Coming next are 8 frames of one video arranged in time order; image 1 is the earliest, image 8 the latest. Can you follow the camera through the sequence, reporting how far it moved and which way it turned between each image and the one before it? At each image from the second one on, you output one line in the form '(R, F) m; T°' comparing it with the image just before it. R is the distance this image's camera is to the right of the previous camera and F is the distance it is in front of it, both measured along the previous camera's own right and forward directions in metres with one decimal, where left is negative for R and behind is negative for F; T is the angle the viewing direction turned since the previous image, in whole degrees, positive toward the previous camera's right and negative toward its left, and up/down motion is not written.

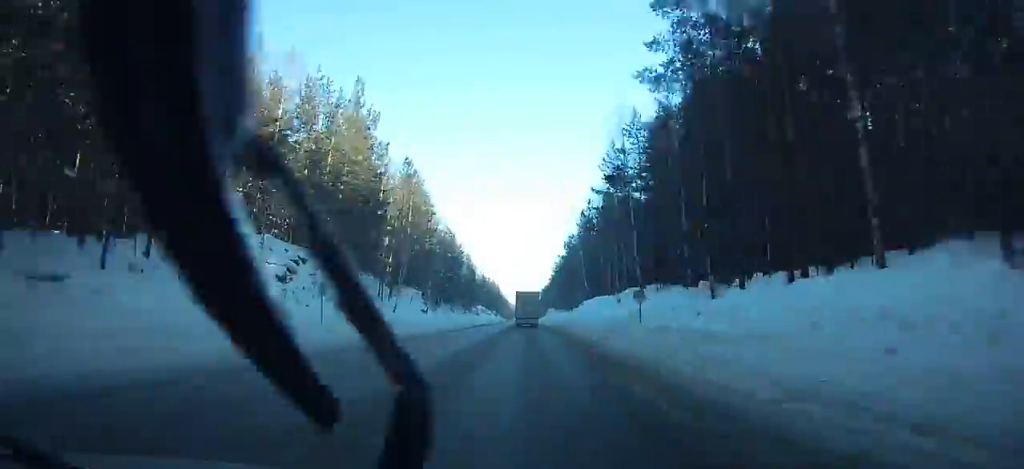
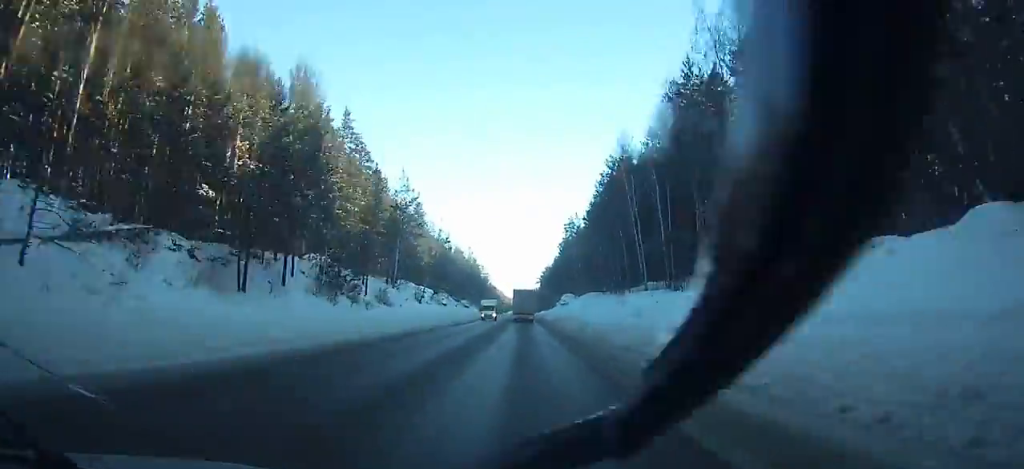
(-0.3, +97.6) m; -1°
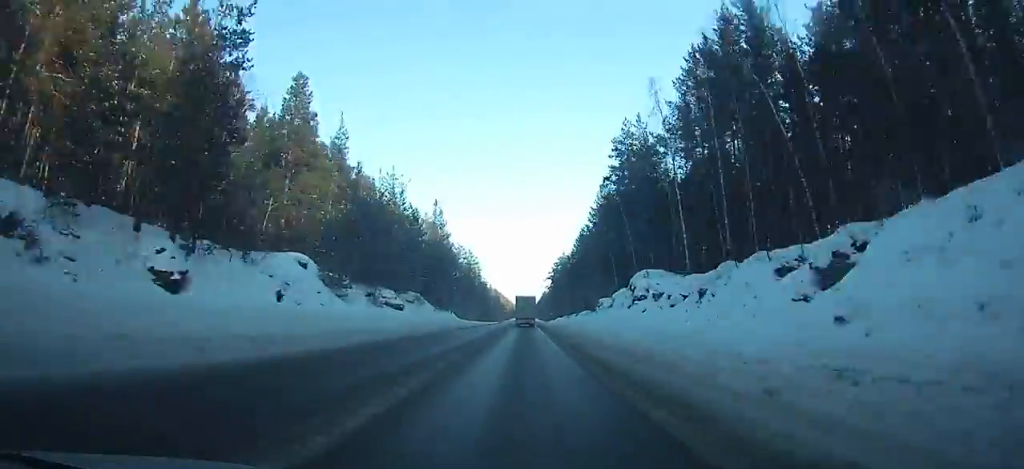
(-0.5, +75.0) m; 0°
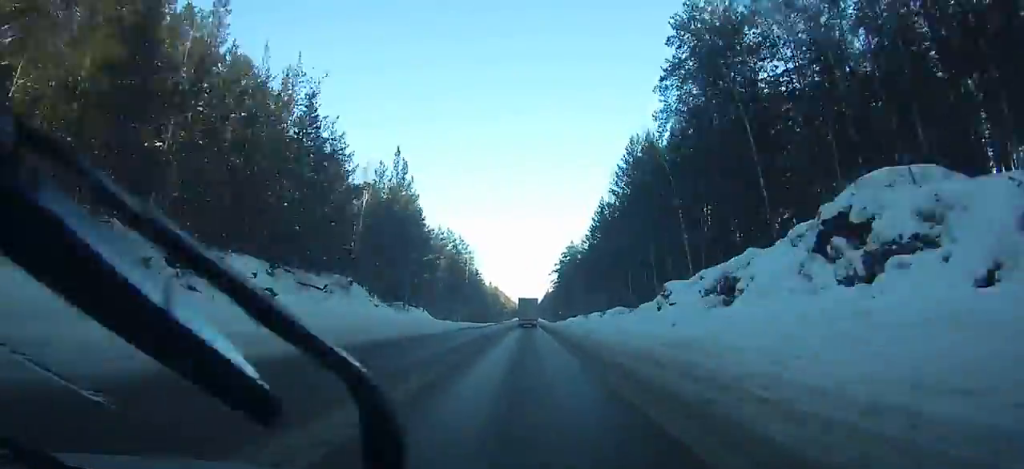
(-0.1, +29.6) m; 0°
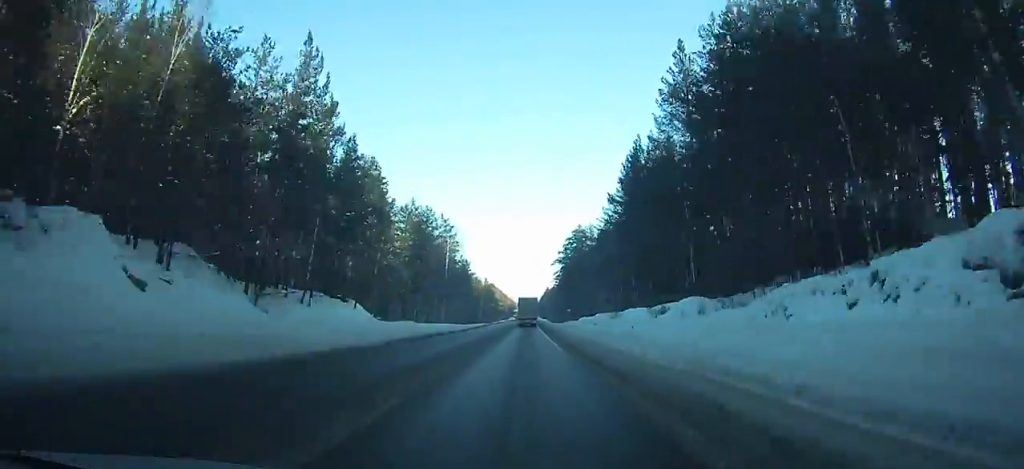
(+0.1, +29.7) m; 0°
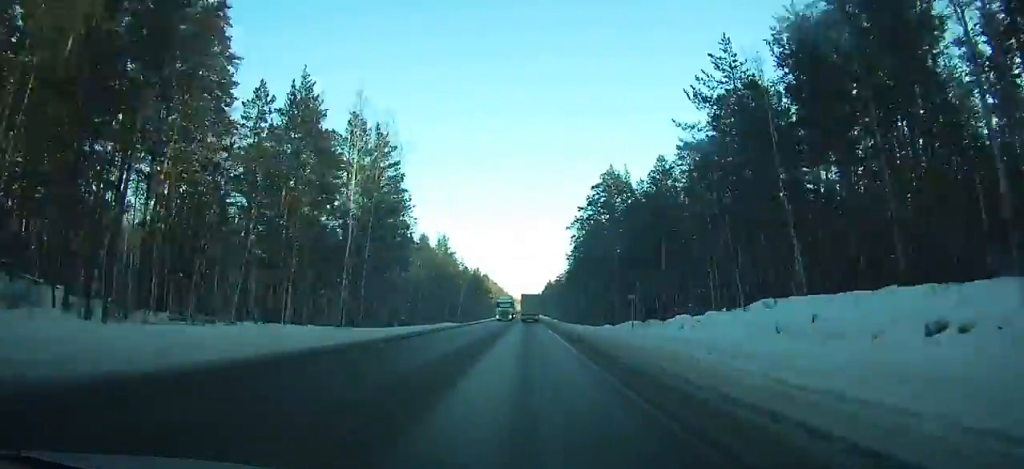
(+0.2, +52.7) m; 0°
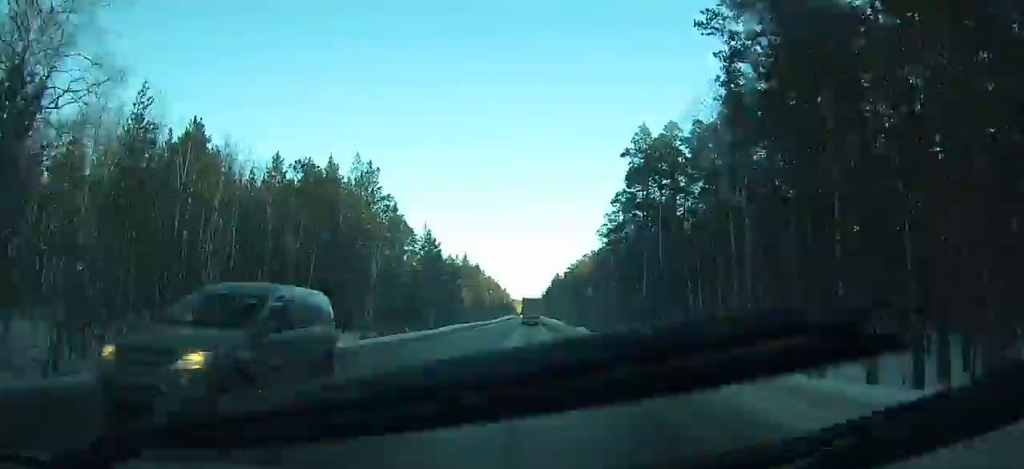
(+0.4, +71.7) m; 0°
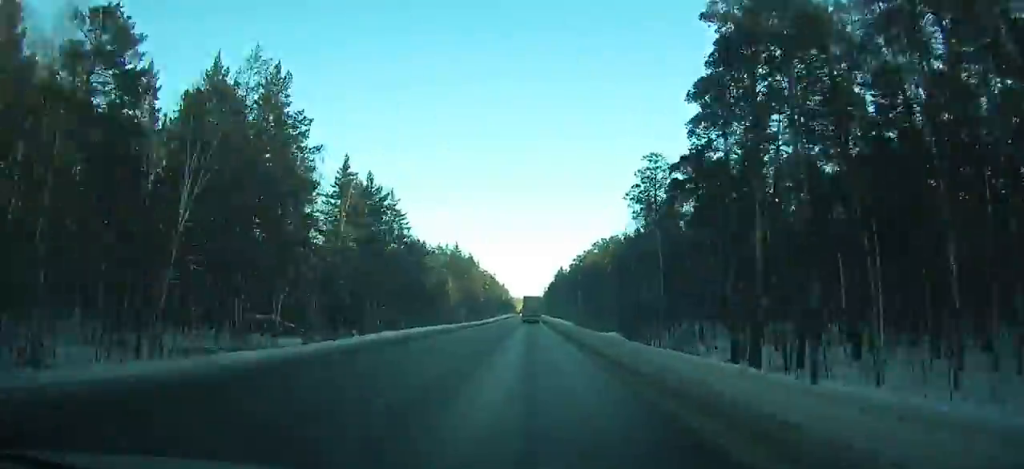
(-0.1, +30.2) m; 0°
